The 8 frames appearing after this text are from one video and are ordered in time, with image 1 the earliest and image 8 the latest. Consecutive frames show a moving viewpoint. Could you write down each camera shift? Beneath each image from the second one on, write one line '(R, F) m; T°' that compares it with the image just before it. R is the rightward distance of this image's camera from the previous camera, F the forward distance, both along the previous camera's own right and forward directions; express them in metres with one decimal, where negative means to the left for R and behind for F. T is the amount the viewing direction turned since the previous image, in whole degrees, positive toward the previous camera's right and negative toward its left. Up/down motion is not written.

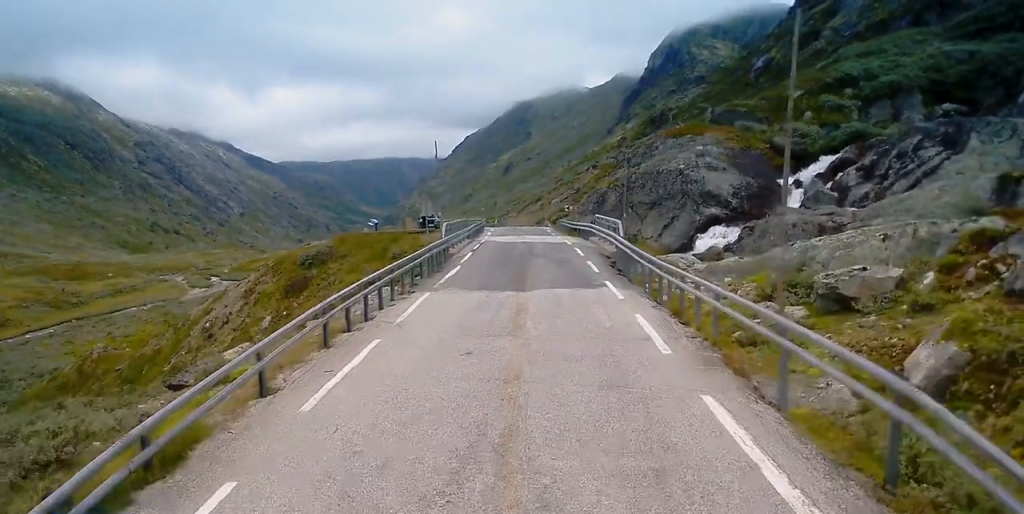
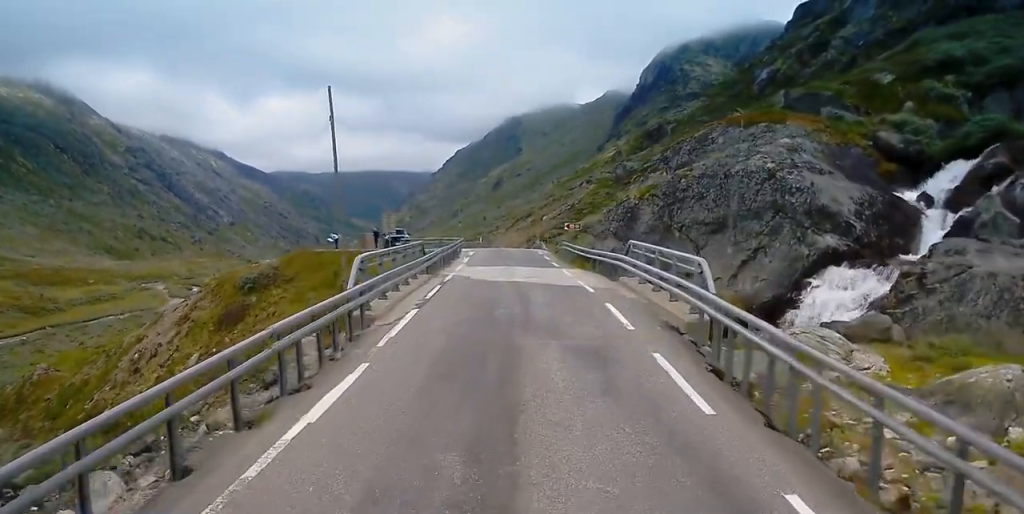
(+0.1, +16.1) m; +1°
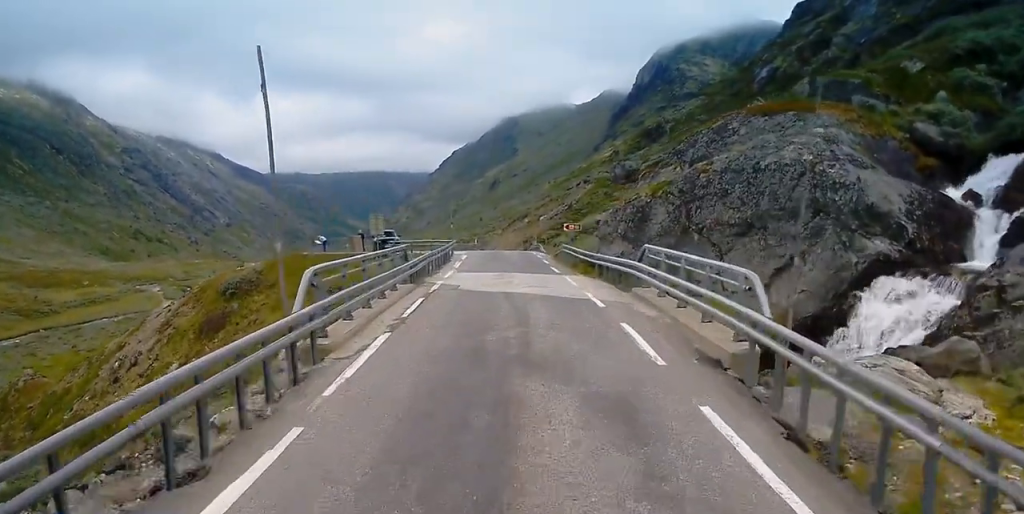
(0.0, +3.5) m; 0°
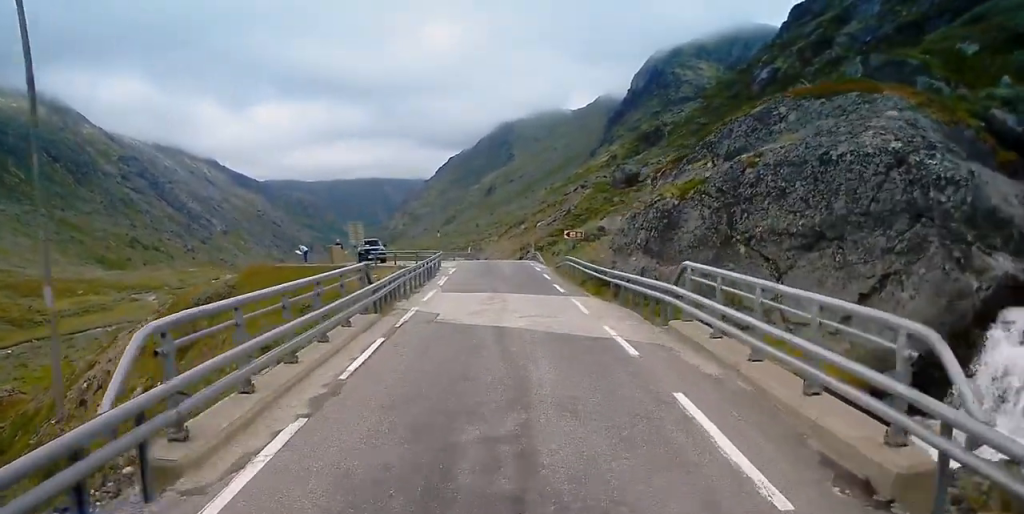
(0.0, +5.4) m; 0°
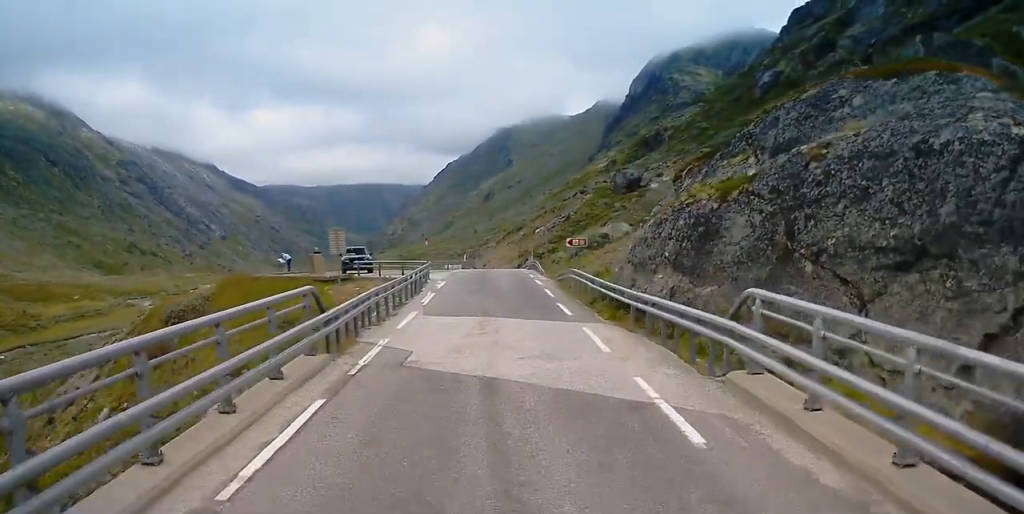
(0.0, +4.3) m; 0°
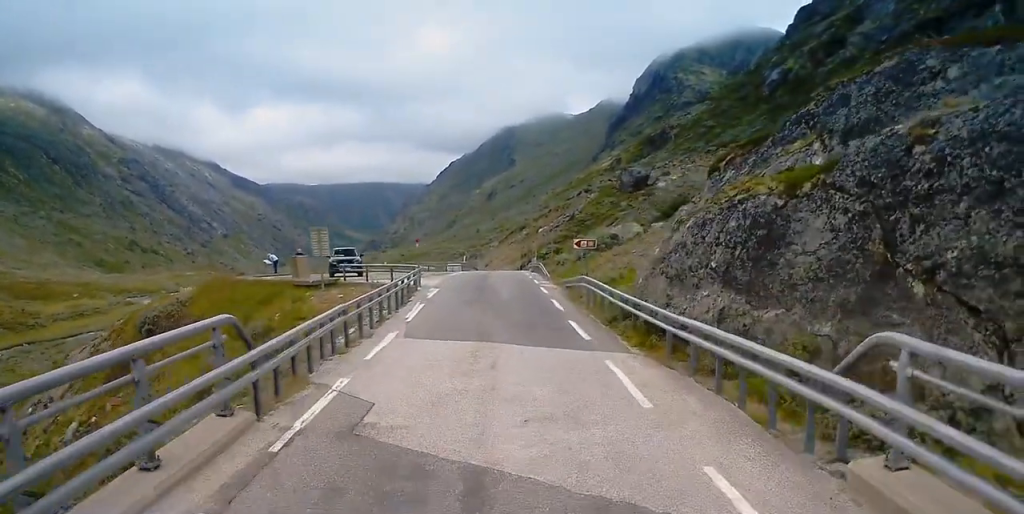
(0.0, +3.9) m; 0°
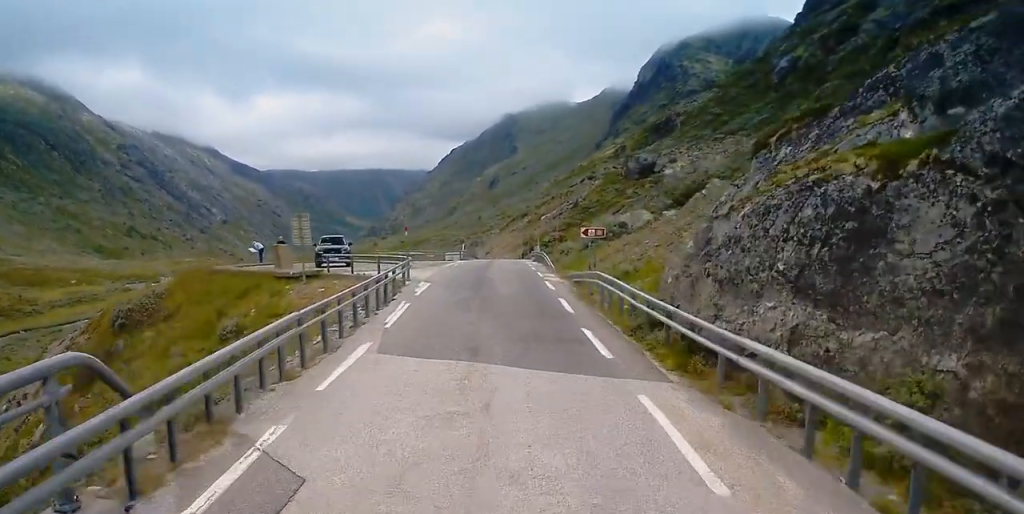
(0.0, +3.3) m; 0°
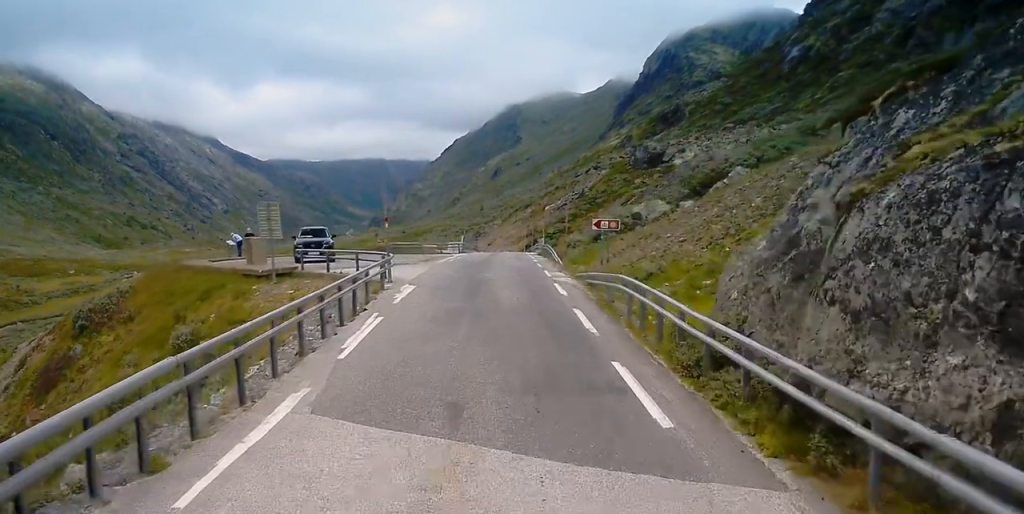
(0.0, +4.4) m; -1°
